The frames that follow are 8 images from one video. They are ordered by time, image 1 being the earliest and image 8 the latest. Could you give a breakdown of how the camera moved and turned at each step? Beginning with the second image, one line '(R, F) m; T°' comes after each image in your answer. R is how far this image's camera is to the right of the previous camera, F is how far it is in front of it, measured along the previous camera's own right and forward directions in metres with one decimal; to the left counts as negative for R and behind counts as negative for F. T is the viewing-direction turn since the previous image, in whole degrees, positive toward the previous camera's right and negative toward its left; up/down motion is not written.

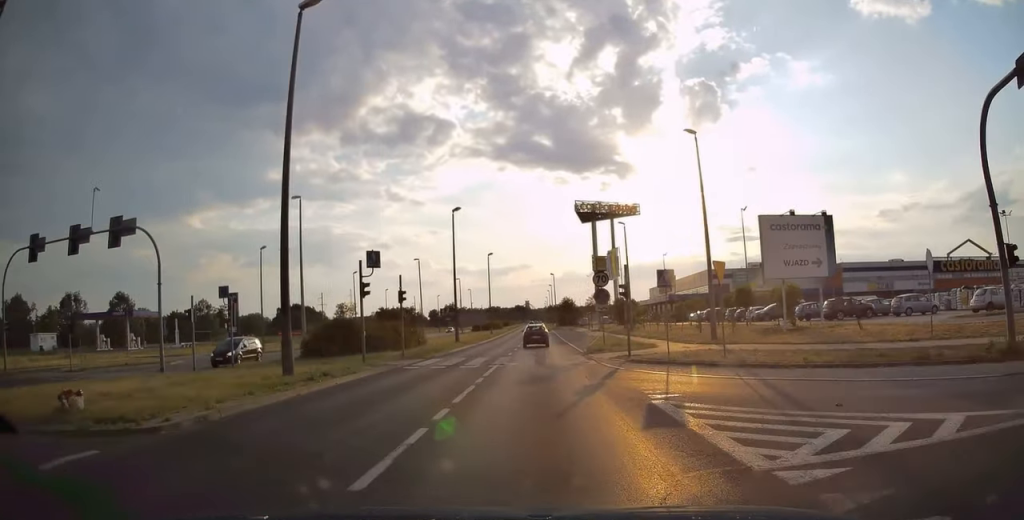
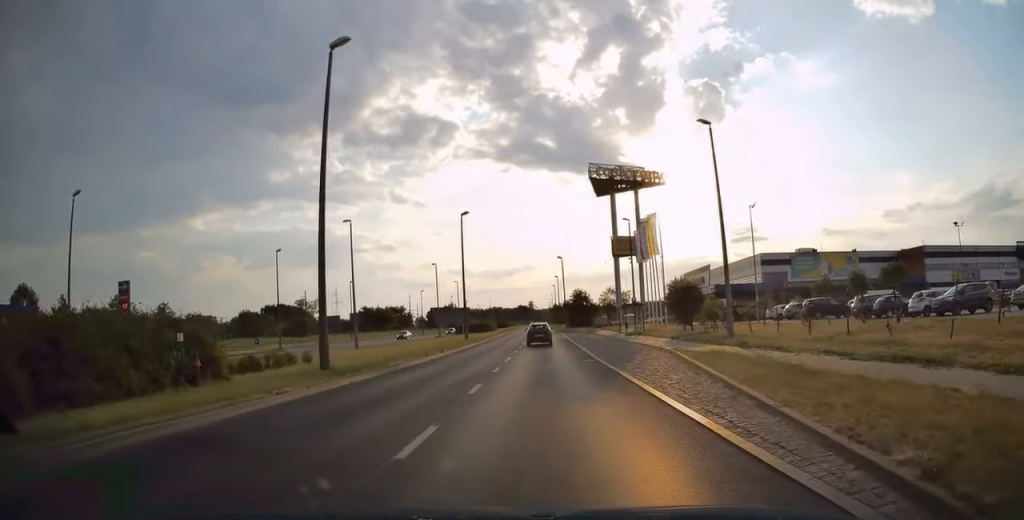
(+0.6, +29.3) m; +1°
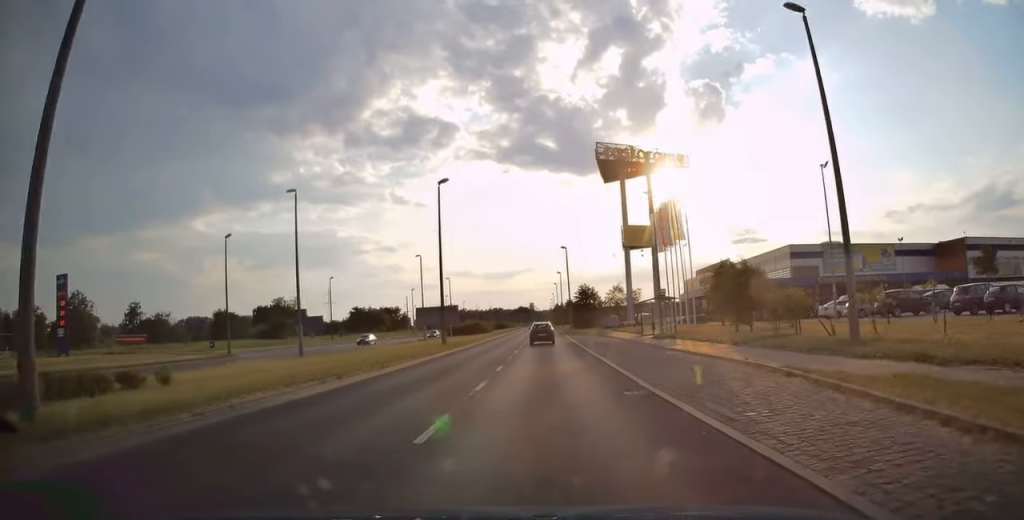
(-0.3, +11.6) m; 0°
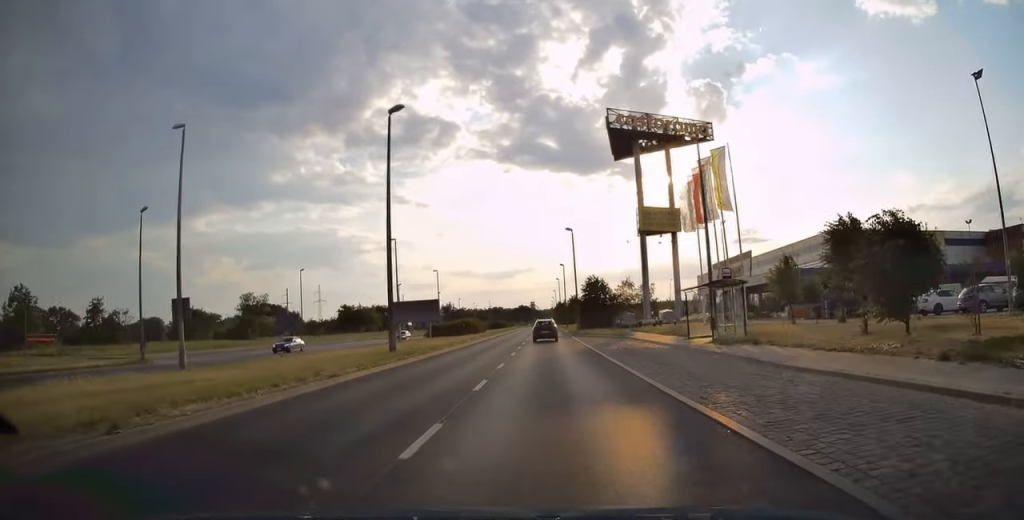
(-0.1, +13.3) m; 0°
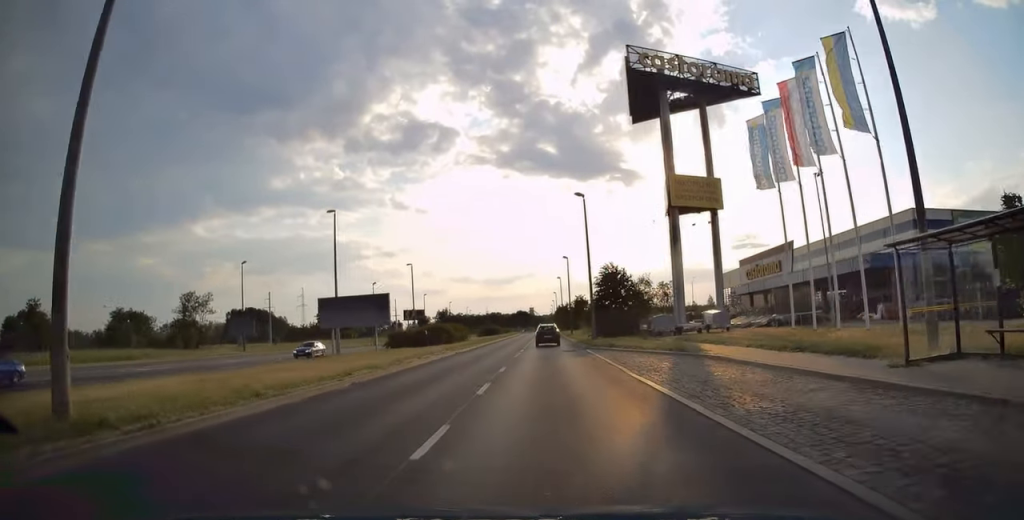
(+0.3, +18.4) m; 0°
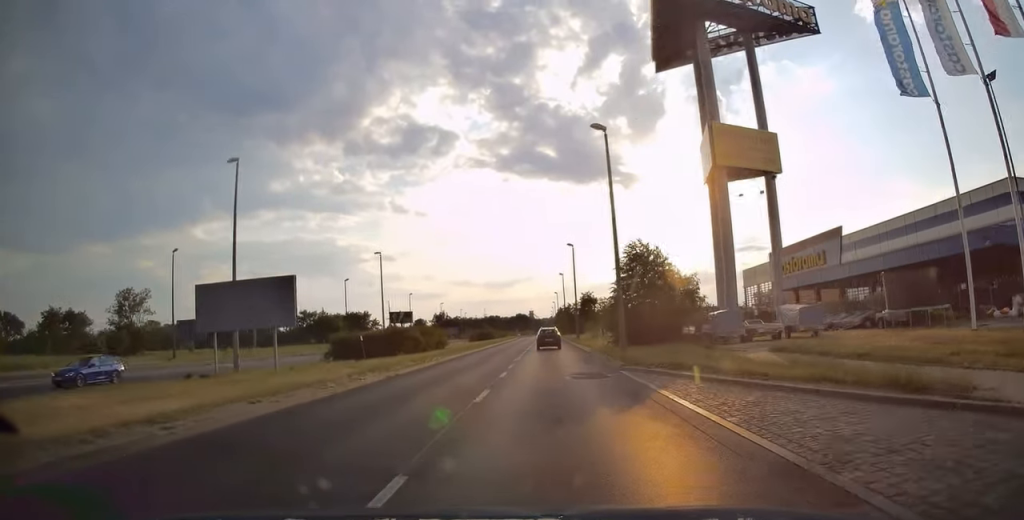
(-0.3, +15.0) m; -1°
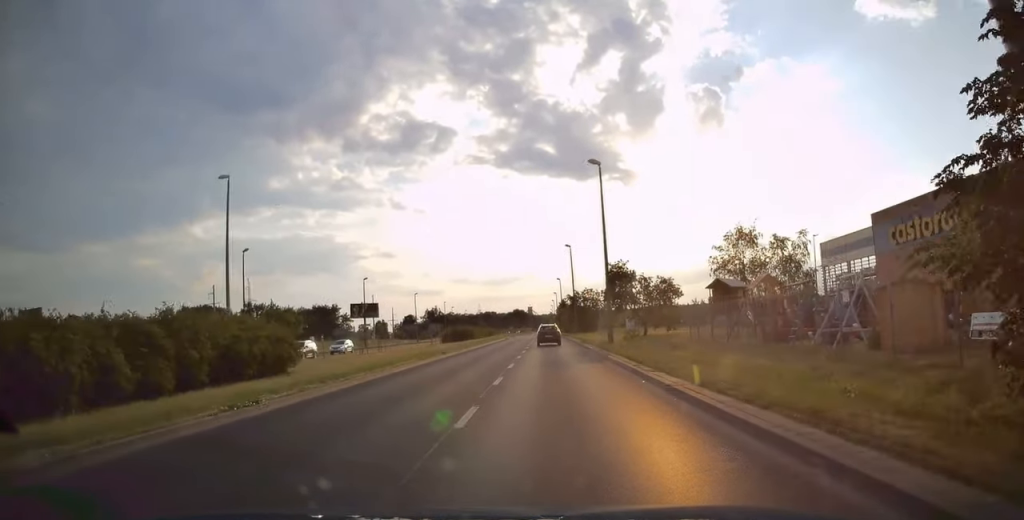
(+0.4, +31.8) m; +1°
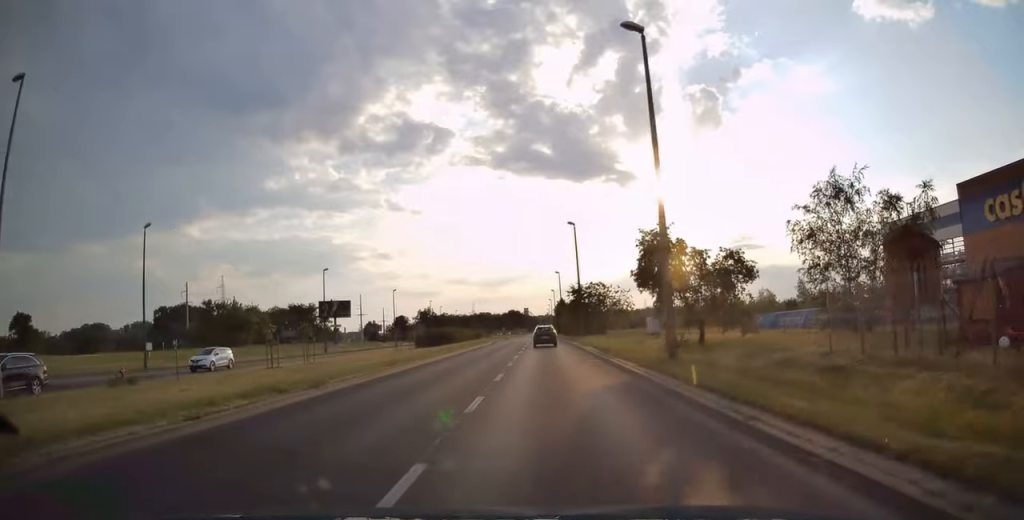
(+0.1, +16.2) m; 0°
